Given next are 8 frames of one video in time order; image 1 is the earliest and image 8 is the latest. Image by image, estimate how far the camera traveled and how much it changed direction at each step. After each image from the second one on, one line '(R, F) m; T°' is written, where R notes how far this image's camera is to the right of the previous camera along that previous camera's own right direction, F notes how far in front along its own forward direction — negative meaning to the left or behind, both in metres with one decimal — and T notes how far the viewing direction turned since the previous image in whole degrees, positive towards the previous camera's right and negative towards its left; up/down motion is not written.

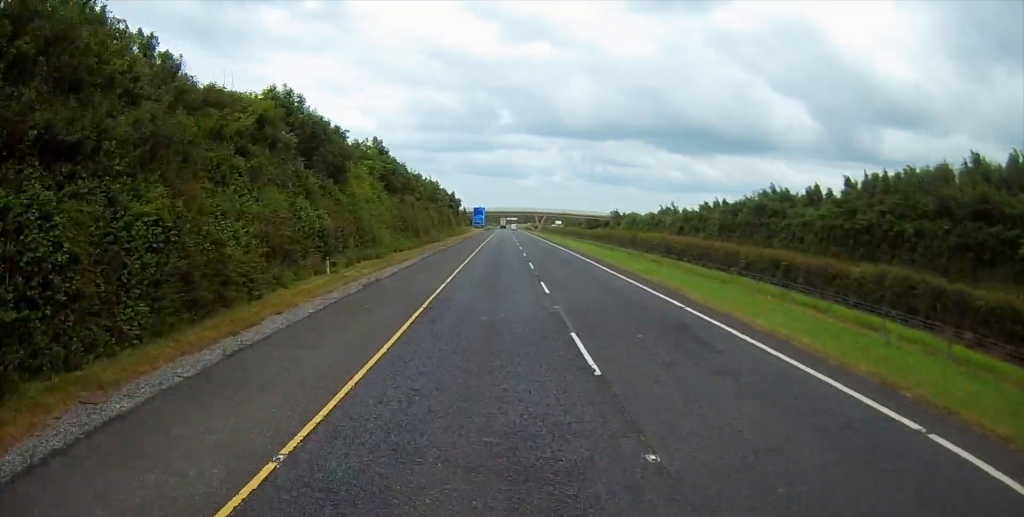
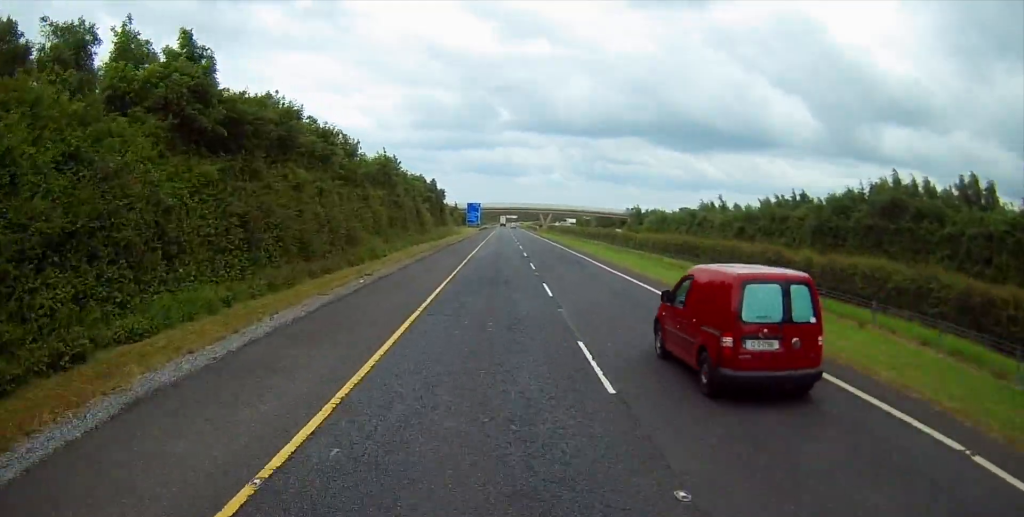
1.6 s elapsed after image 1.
(+0.3, +37.3) m; 0°
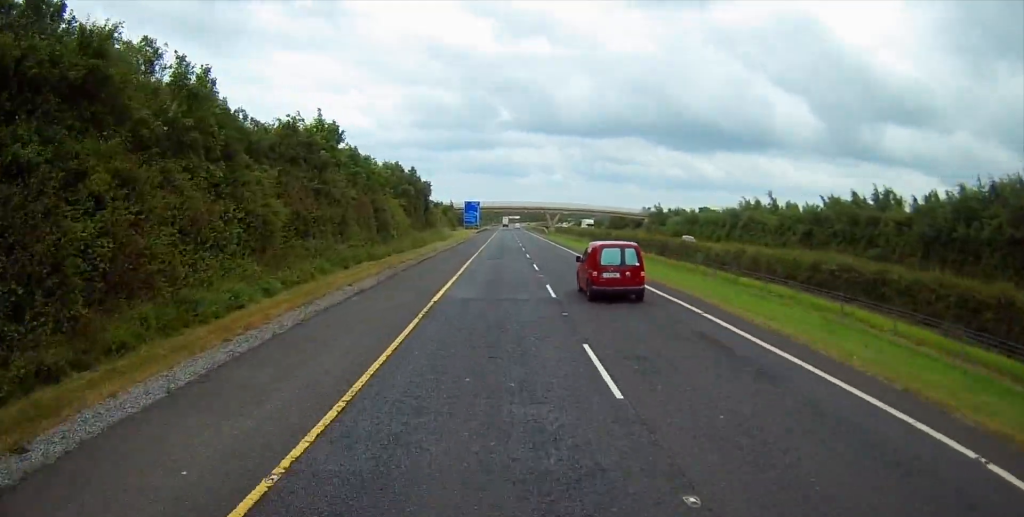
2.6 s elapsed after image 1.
(-0.2, +24.1) m; 0°
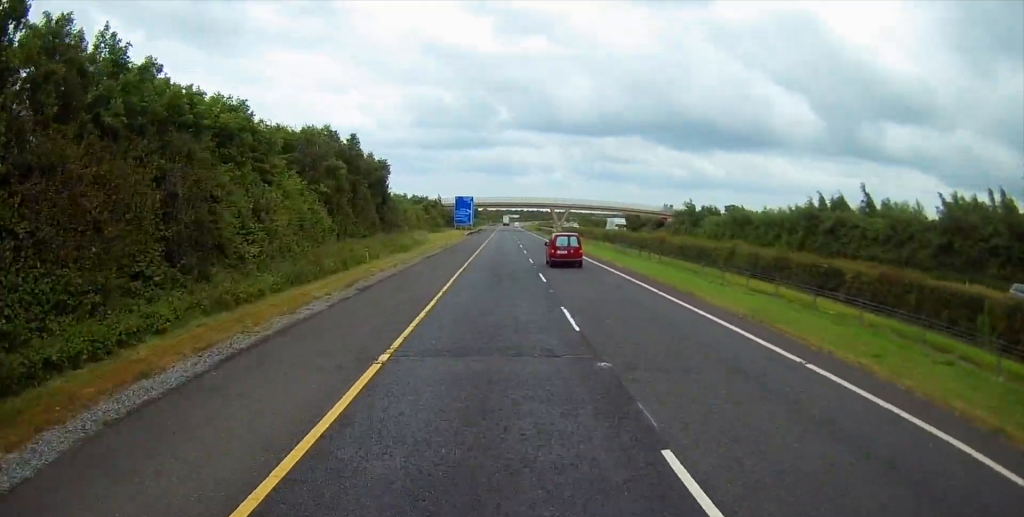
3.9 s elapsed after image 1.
(+0.1, +30.4) m; 0°
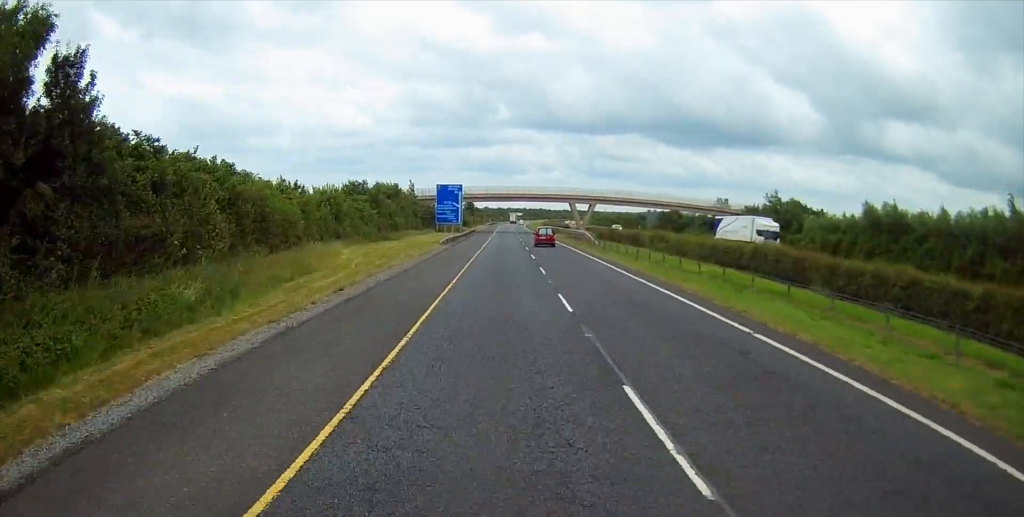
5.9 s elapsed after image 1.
(-0.2, +45.0) m; 0°
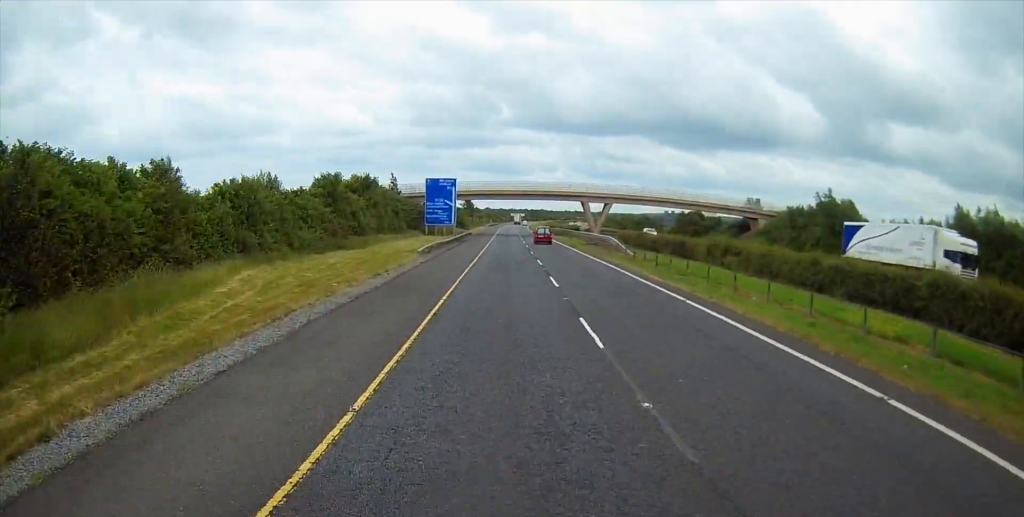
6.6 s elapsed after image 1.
(+0.1, +17.1) m; +1°
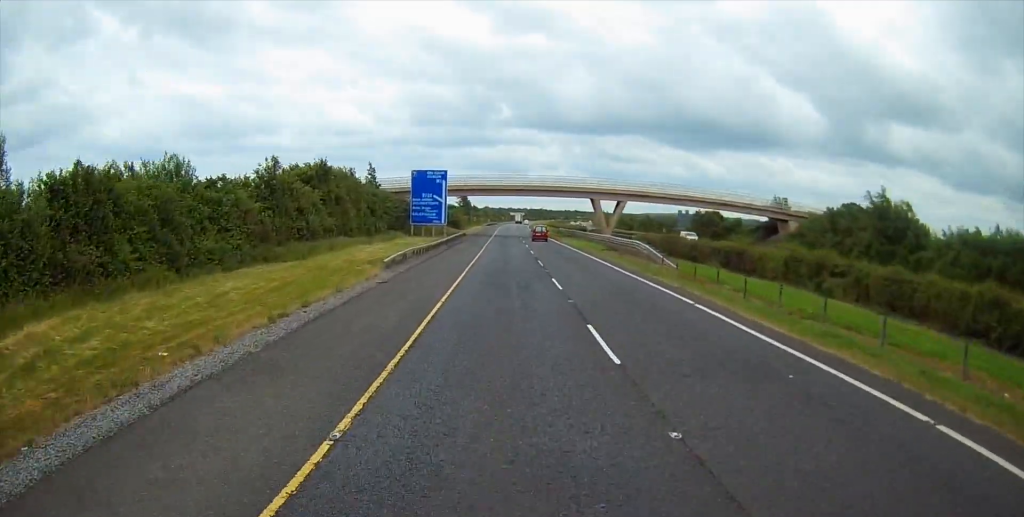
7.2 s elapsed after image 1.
(+0.3, +13.2) m; +1°
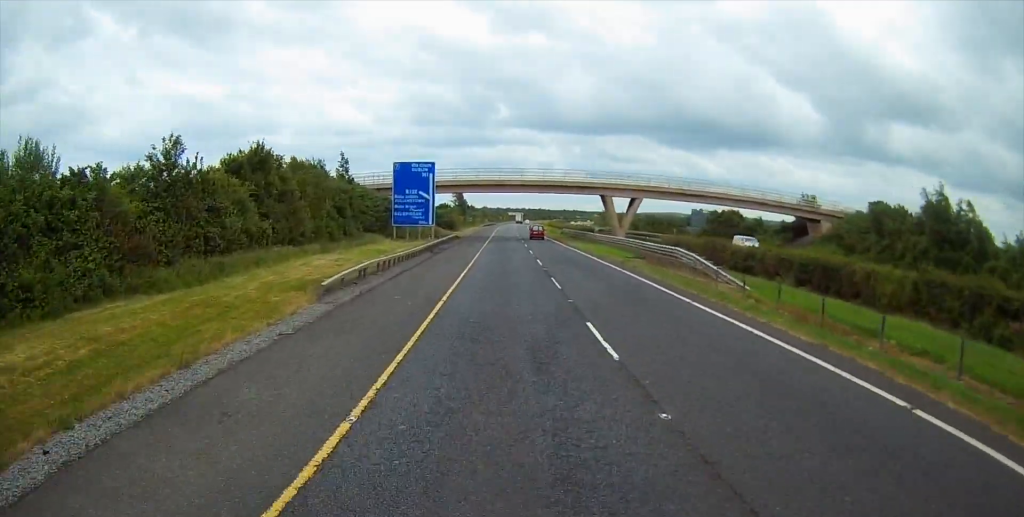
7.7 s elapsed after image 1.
(-0.1, +11.7) m; -1°
